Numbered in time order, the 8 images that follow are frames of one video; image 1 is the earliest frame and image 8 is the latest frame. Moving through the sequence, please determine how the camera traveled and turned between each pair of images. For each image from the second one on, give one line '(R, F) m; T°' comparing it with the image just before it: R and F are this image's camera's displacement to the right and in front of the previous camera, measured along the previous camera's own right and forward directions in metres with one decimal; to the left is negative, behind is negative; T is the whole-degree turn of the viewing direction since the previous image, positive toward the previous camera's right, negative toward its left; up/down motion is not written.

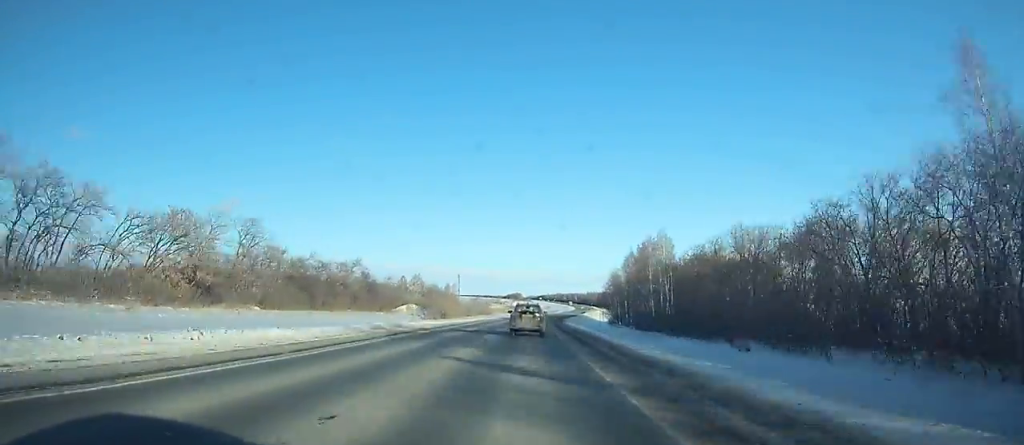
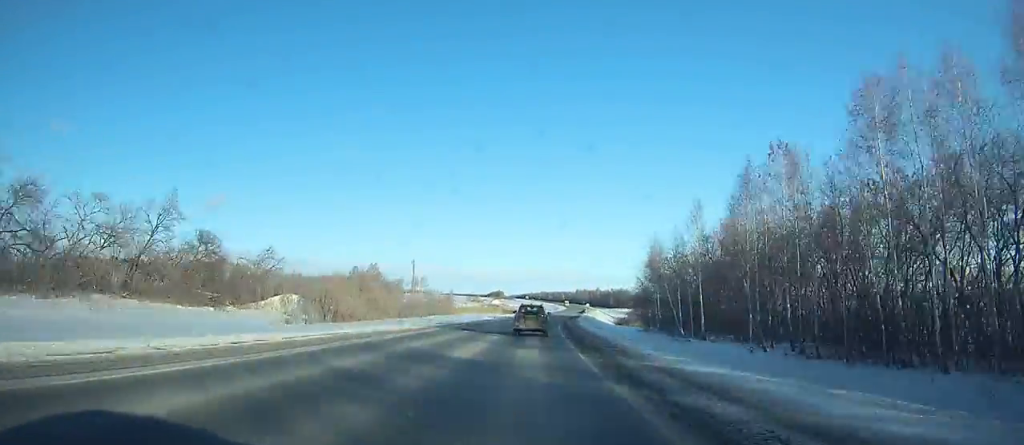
(-0.1, +57.9) m; +1°
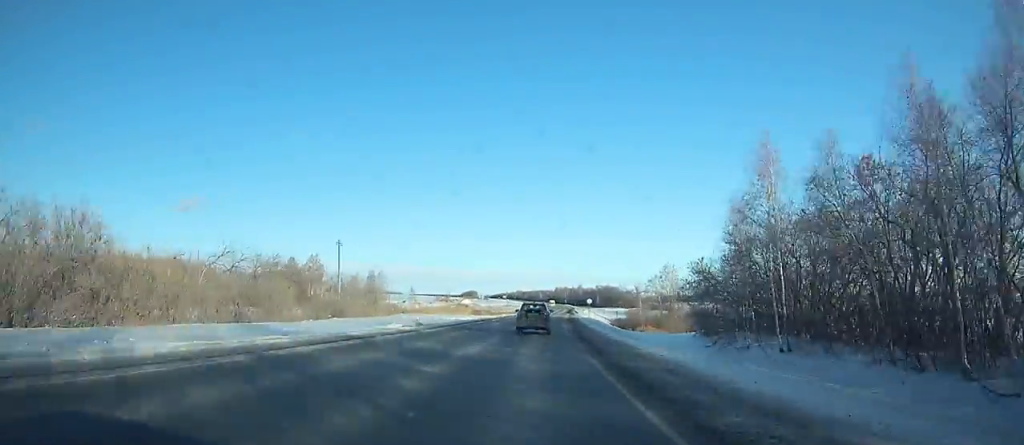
(+0.5, +44.2) m; +2°
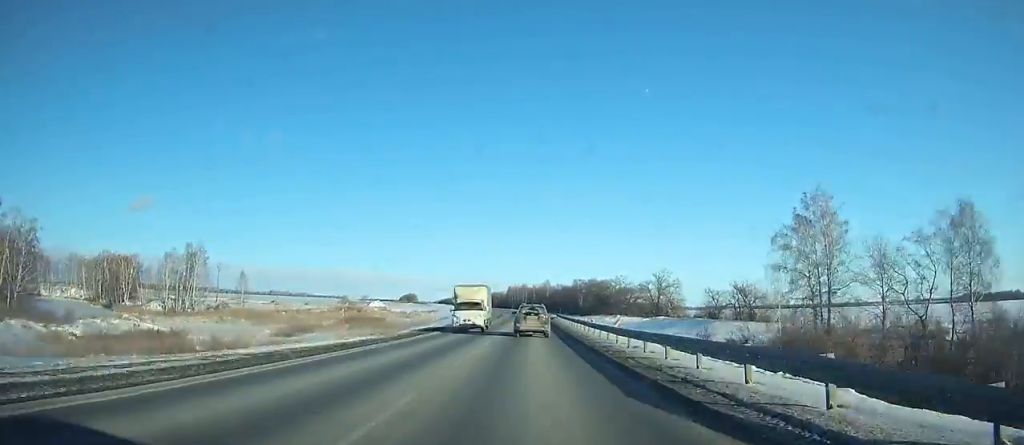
(+5.6, +123.1) m; +4°
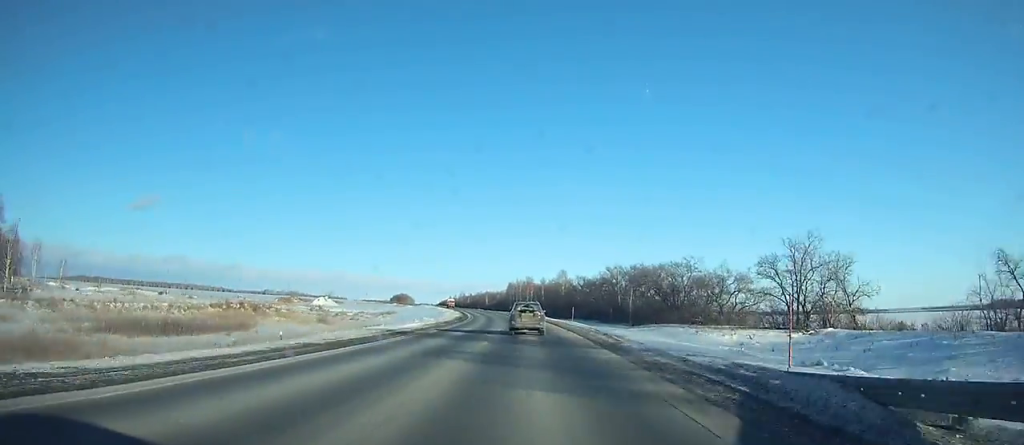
(+0.4, +73.4) m; -1°
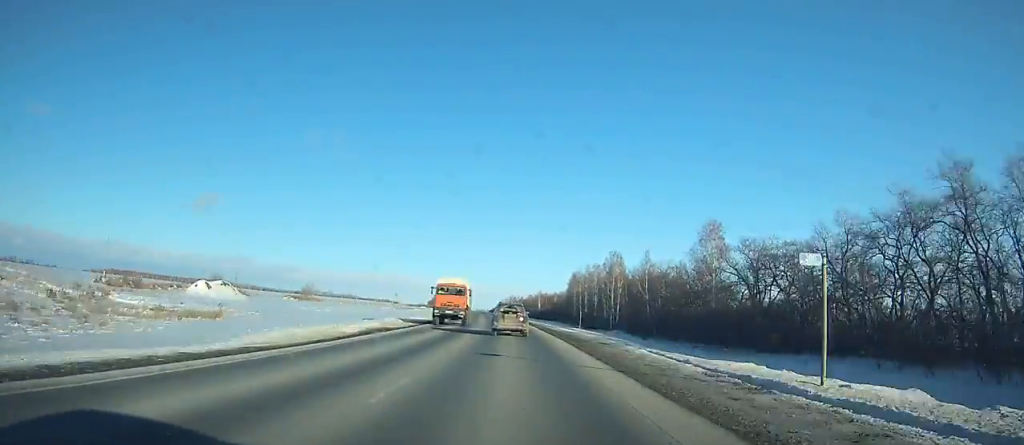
(-2.9, +97.3) m; -5°
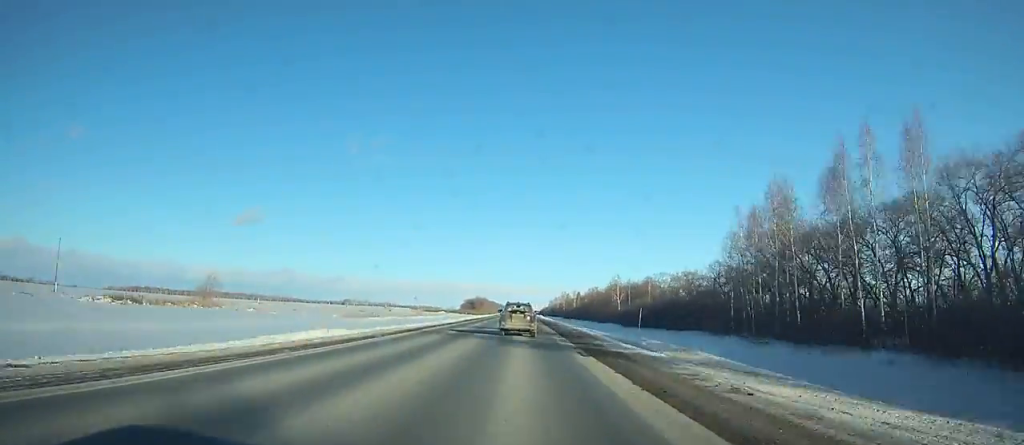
(-4.9, +93.6) m; -5°
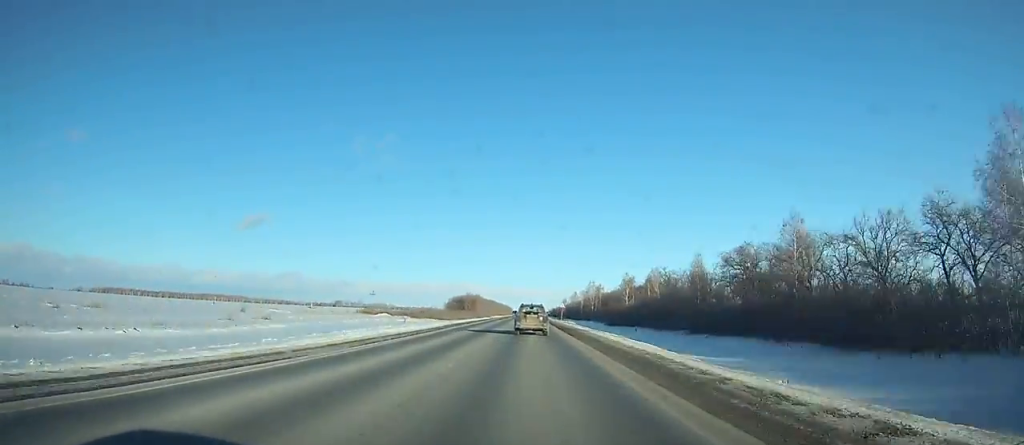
(-1.6, +108.0) m; -1°
